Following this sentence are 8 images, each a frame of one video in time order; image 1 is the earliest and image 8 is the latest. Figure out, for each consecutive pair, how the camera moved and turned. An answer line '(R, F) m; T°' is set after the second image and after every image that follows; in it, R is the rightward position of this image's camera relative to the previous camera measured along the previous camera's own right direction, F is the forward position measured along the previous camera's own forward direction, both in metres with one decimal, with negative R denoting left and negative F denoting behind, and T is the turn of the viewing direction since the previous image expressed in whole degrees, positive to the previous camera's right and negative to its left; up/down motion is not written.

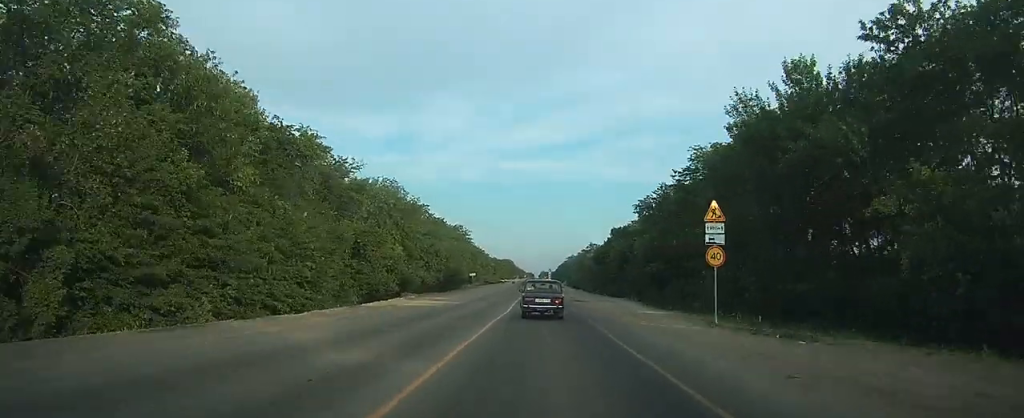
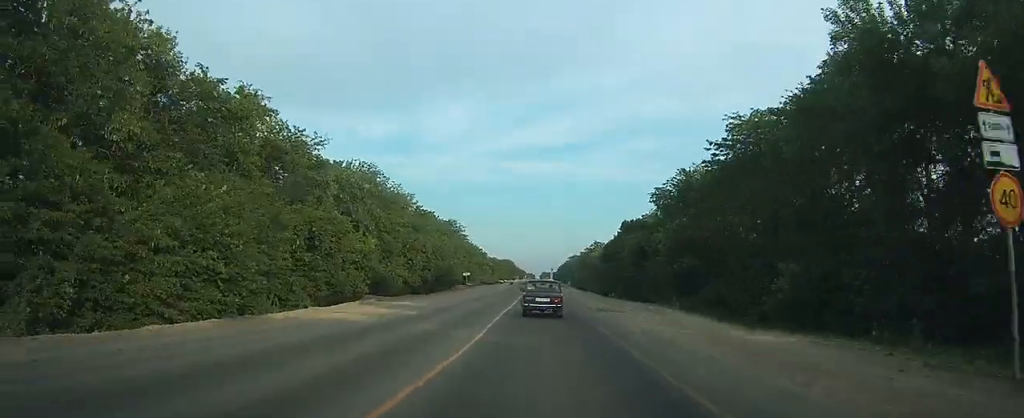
(0.0, +13.8) m; 0°
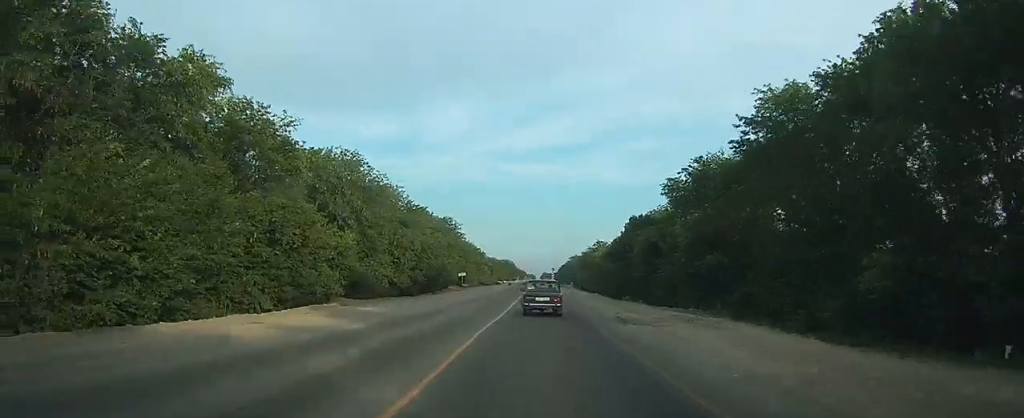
(0.0, +8.2) m; 0°
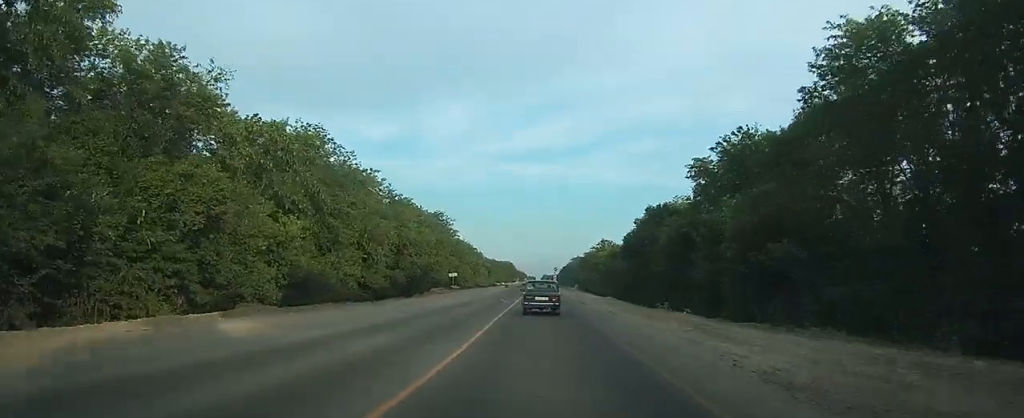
(0.0, +13.7) m; 0°
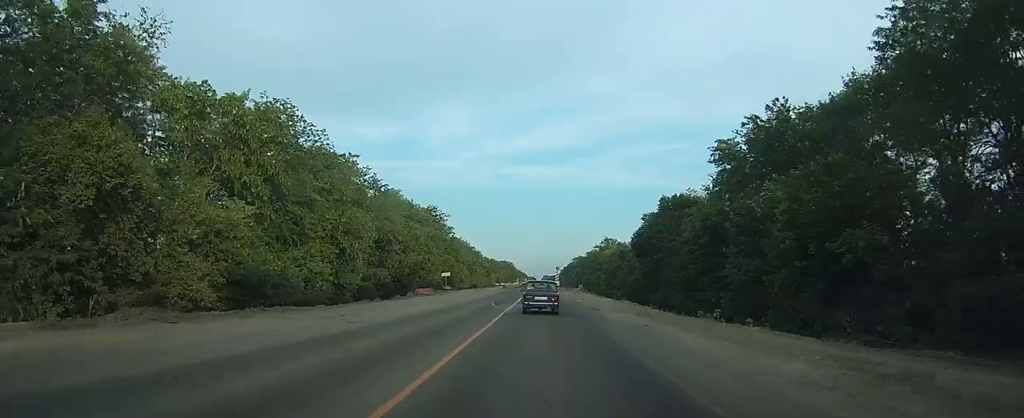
(0.0, +8.9) m; 0°
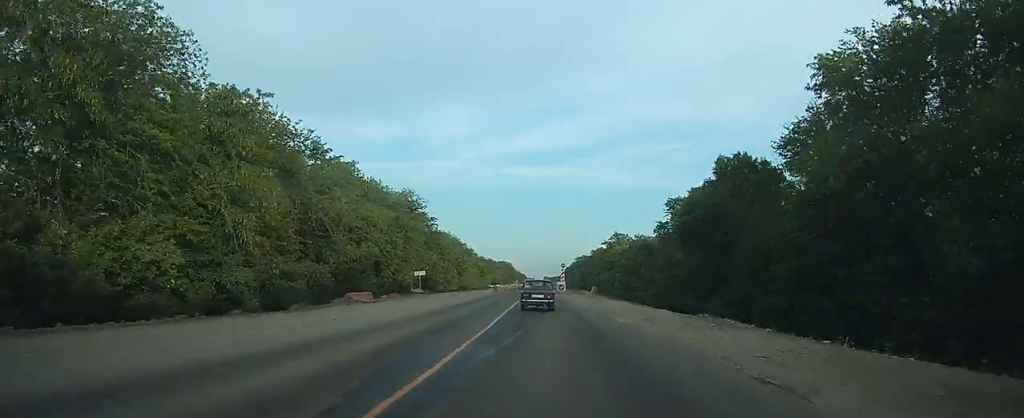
(0.0, +22.6) m; 0°
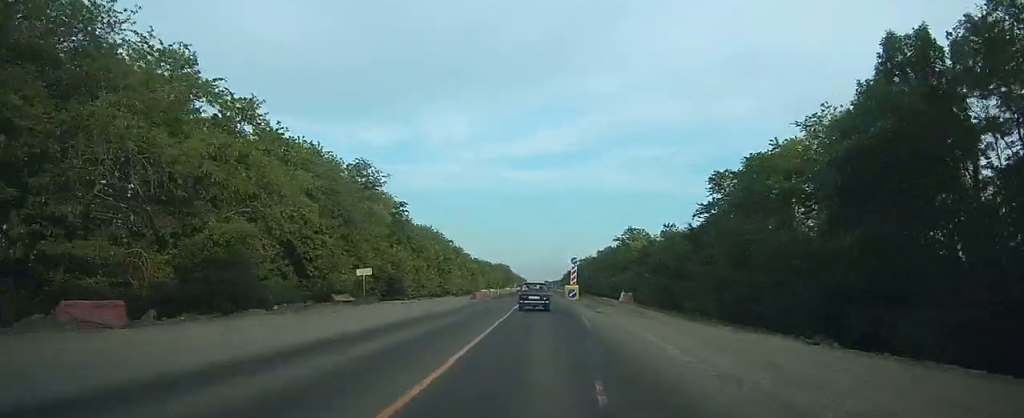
(0.0, +25.4) m; 0°
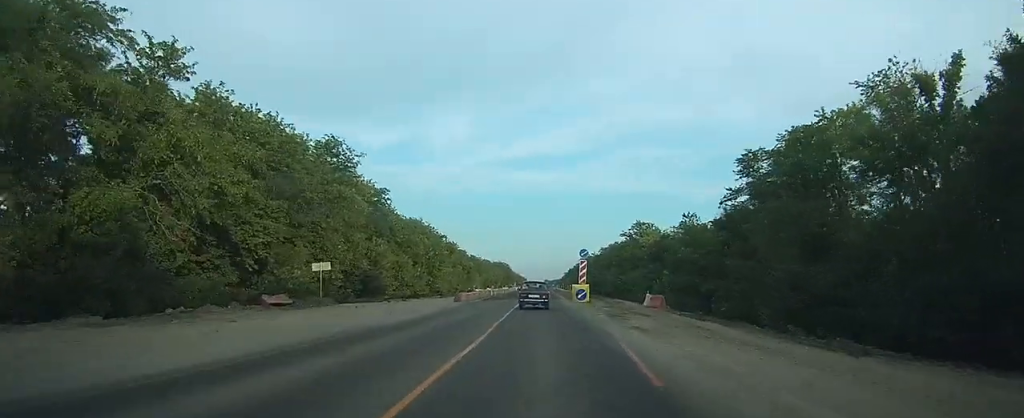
(0.0, +11.0) m; 0°
